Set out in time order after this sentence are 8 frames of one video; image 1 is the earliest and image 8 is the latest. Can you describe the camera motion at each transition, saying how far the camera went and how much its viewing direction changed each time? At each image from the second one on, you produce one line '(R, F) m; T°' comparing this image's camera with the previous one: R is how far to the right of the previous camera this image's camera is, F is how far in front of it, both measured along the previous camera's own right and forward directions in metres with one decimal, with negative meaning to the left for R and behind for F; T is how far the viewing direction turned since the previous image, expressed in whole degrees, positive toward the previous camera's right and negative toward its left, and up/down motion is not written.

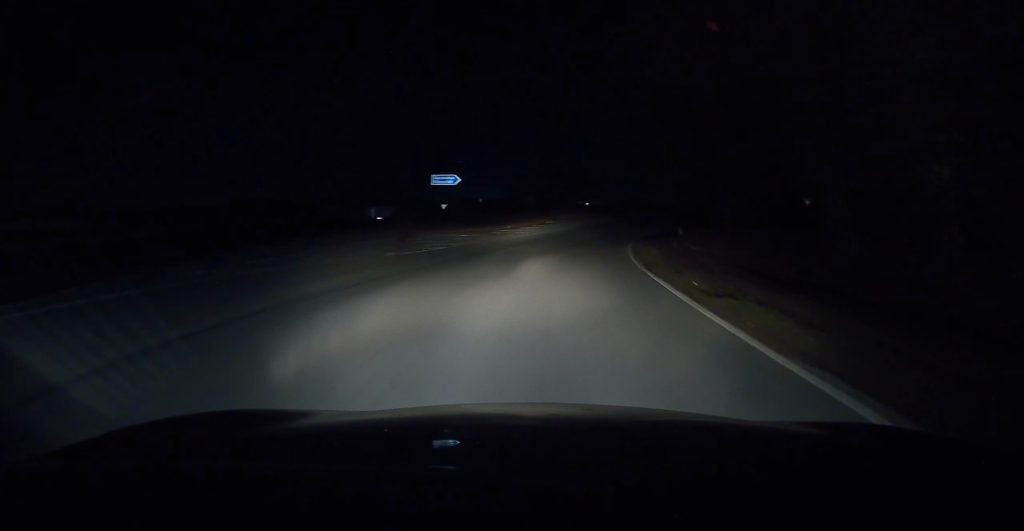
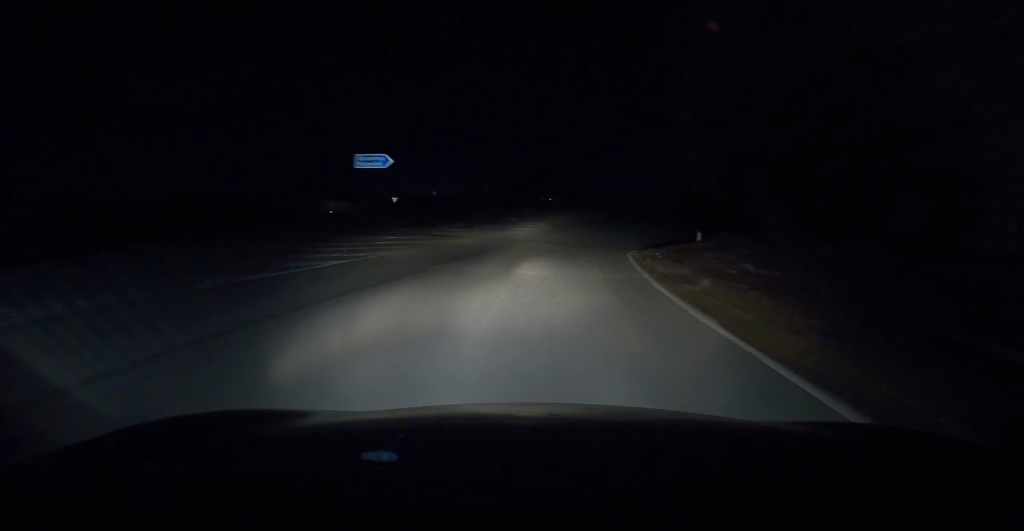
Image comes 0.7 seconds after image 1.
(+0.2, +8.6) m; +2°
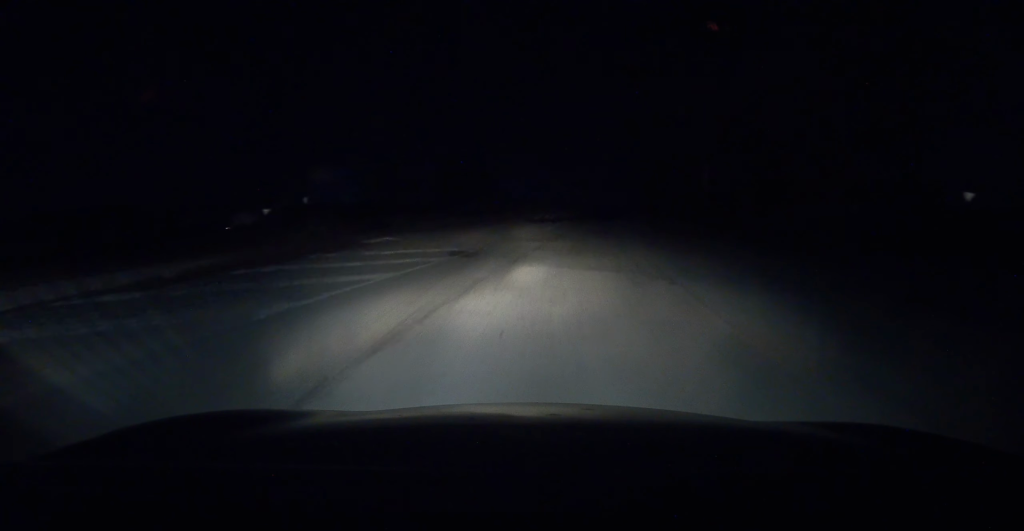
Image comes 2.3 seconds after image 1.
(+1.0, +20.7) m; +6°
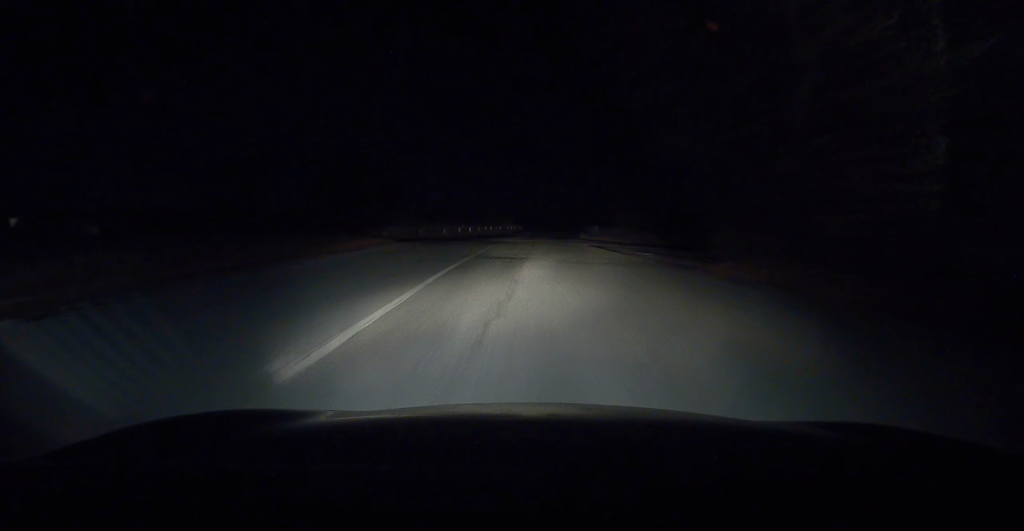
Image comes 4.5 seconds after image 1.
(+2.1, +26.2) m; +8°
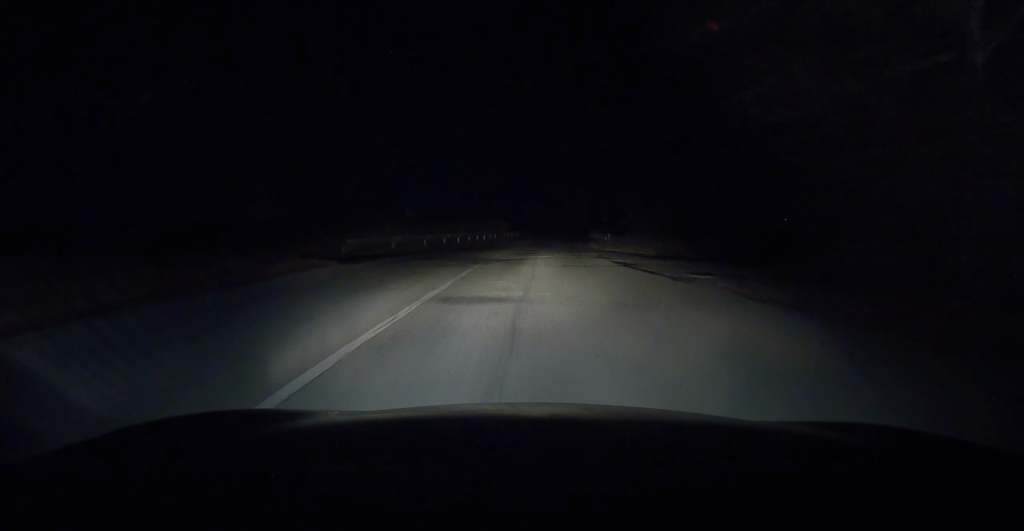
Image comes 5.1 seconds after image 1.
(+0.1, +7.1) m; +1°
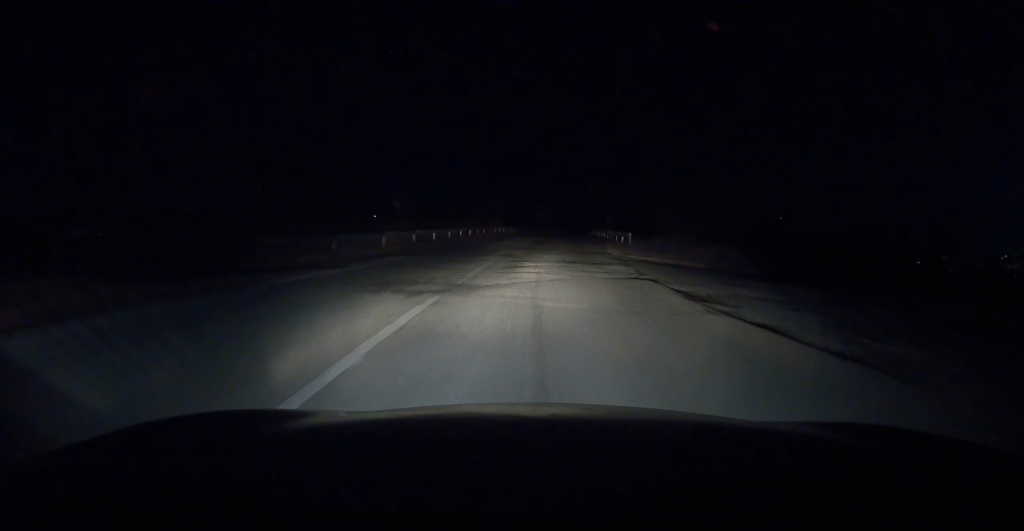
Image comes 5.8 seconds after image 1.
(+0.1, +8.7) m; +1°
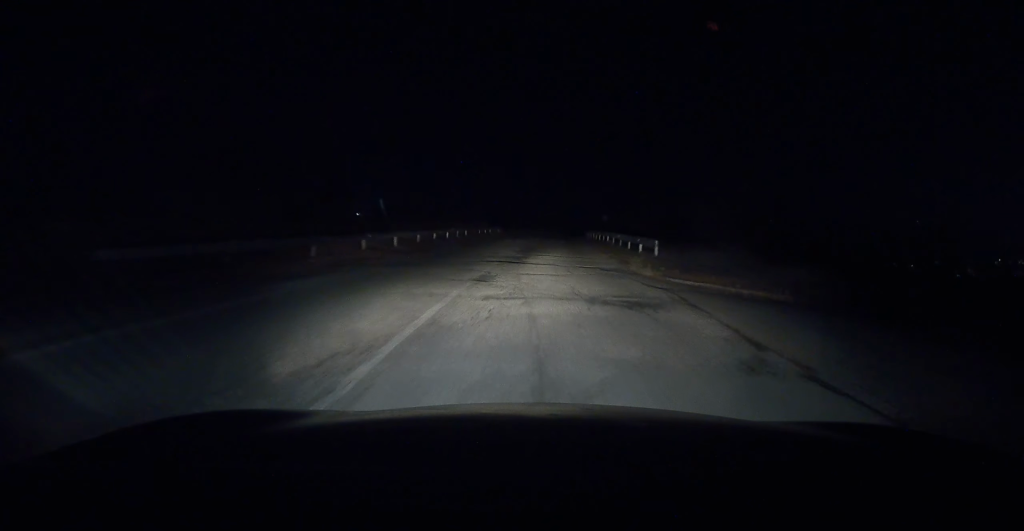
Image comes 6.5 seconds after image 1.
(0.0, +7.4) m; +1°
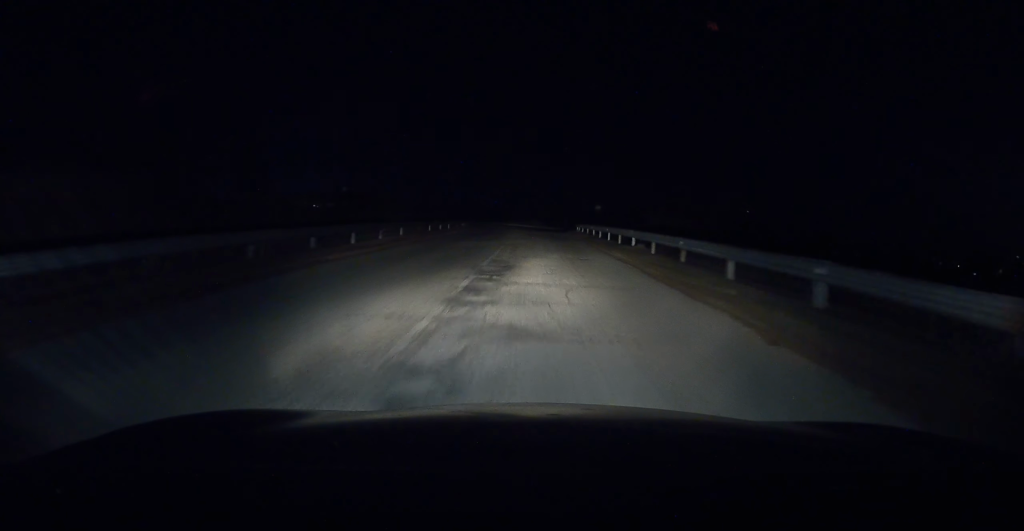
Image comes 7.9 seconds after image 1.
(+0.2, +16.4) m; +1°
